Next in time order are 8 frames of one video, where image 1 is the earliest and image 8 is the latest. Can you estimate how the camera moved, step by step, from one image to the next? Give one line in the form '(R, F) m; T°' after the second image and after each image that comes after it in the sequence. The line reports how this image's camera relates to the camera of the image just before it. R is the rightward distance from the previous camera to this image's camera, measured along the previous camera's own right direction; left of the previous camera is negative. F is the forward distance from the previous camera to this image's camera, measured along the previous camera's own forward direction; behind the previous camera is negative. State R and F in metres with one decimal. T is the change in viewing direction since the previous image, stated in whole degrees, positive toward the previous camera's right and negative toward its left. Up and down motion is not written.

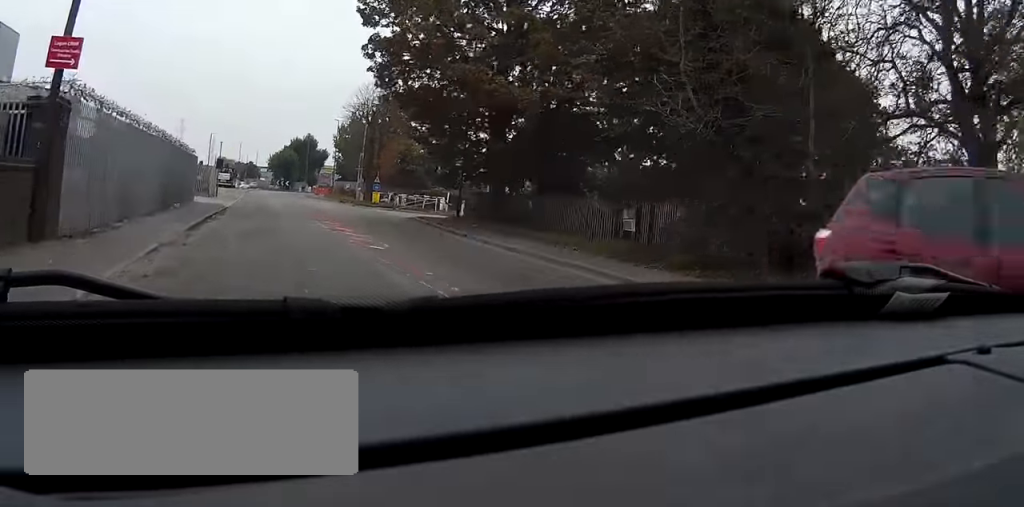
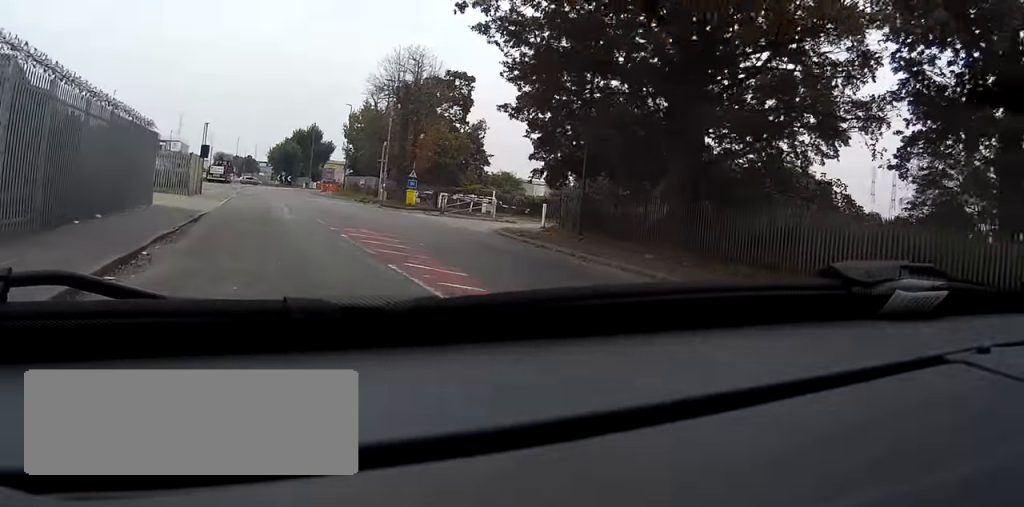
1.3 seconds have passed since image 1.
(-0.1, +15.0) m; 0°
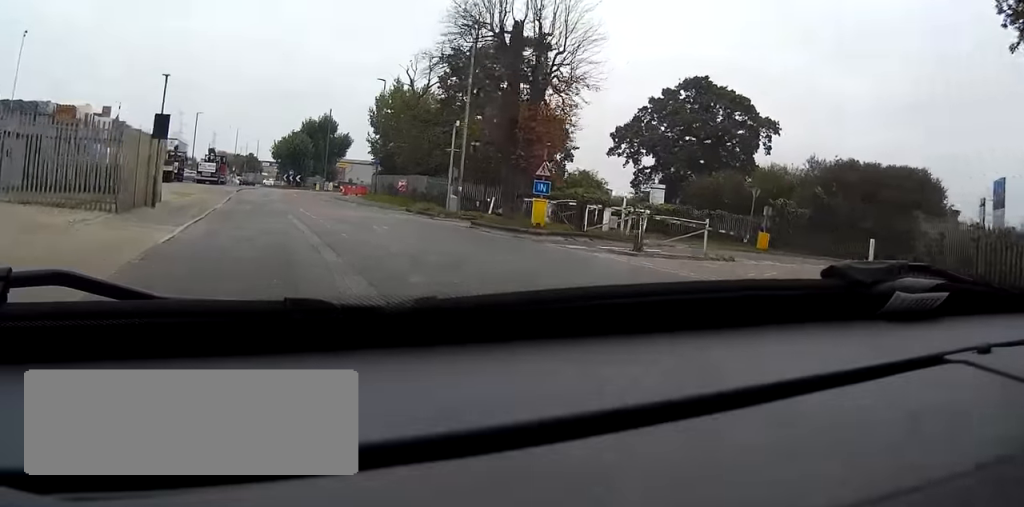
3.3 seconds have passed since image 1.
(0.0, +22.0) m; 0°
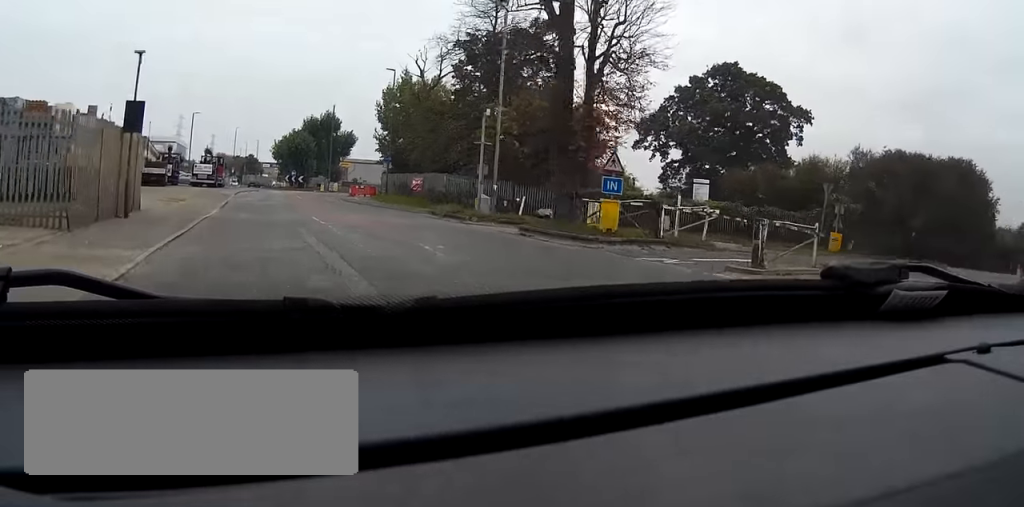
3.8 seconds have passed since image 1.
(0.0, +5.5) m; 0°
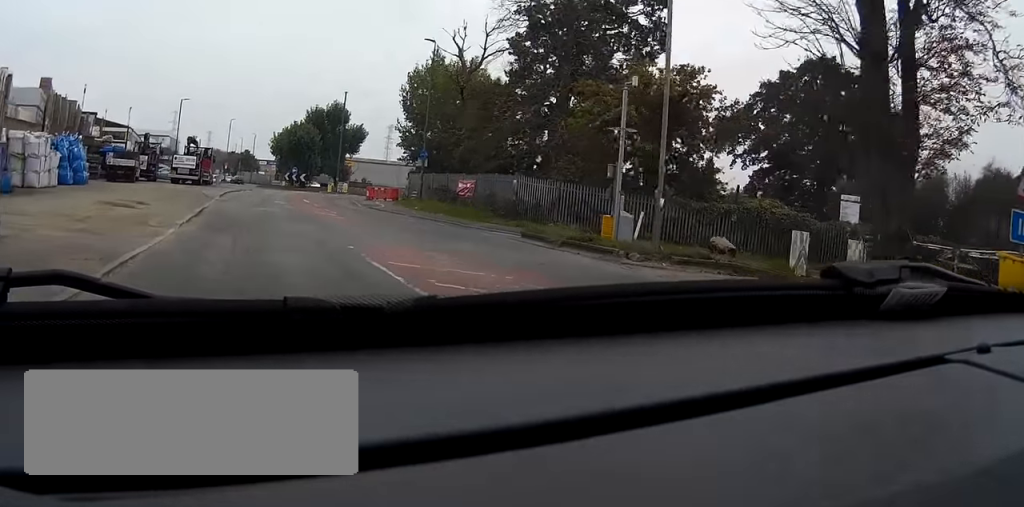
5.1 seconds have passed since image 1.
(-0.1, +14.0) m; 0°
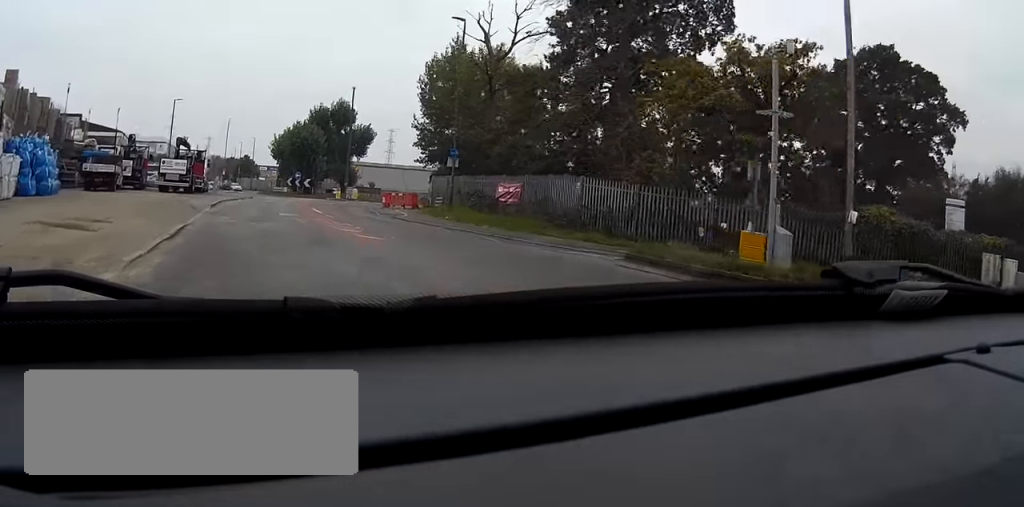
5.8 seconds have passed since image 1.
(+0.1, +7.0) m; 0°
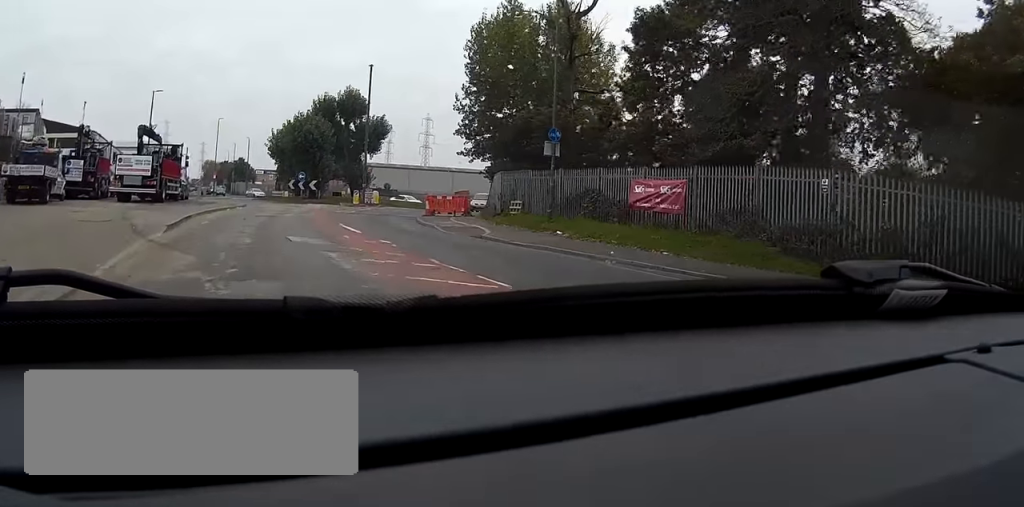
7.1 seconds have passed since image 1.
(0.0, +13.8) m; 0°
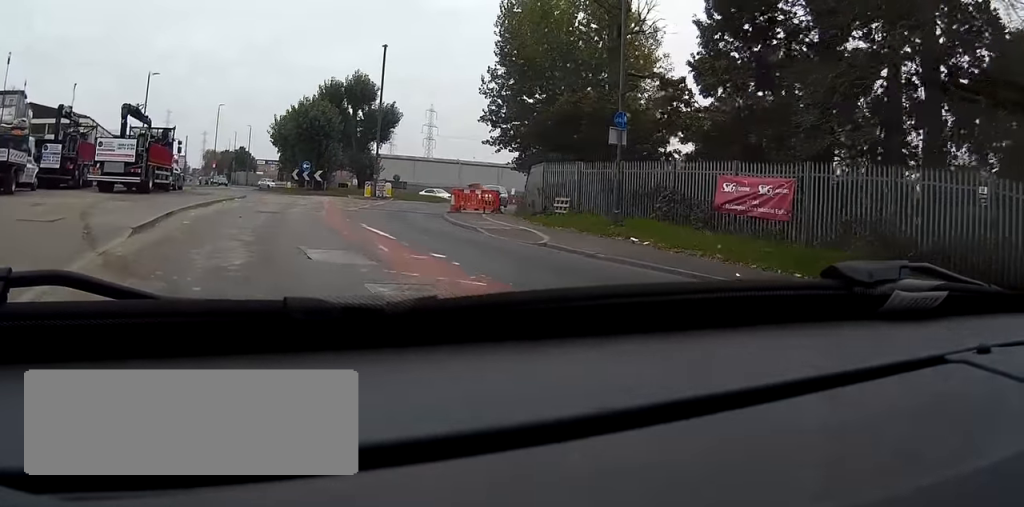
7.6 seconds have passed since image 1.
(0.0, +4.7) m; 0°
